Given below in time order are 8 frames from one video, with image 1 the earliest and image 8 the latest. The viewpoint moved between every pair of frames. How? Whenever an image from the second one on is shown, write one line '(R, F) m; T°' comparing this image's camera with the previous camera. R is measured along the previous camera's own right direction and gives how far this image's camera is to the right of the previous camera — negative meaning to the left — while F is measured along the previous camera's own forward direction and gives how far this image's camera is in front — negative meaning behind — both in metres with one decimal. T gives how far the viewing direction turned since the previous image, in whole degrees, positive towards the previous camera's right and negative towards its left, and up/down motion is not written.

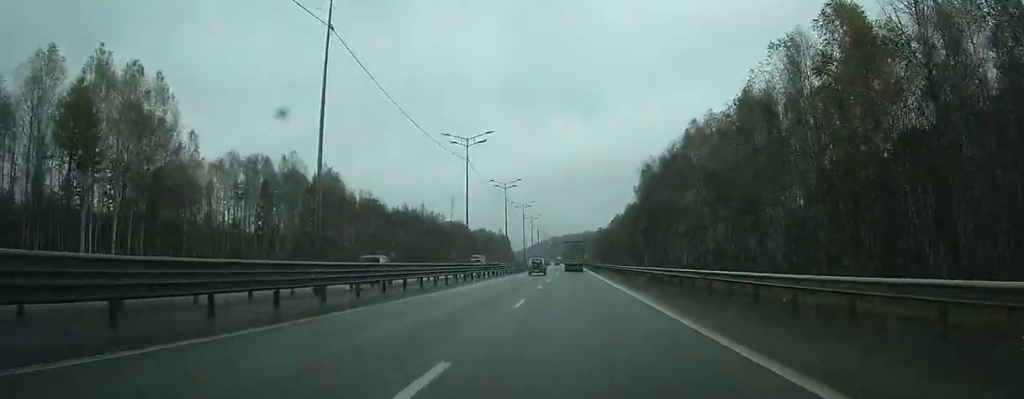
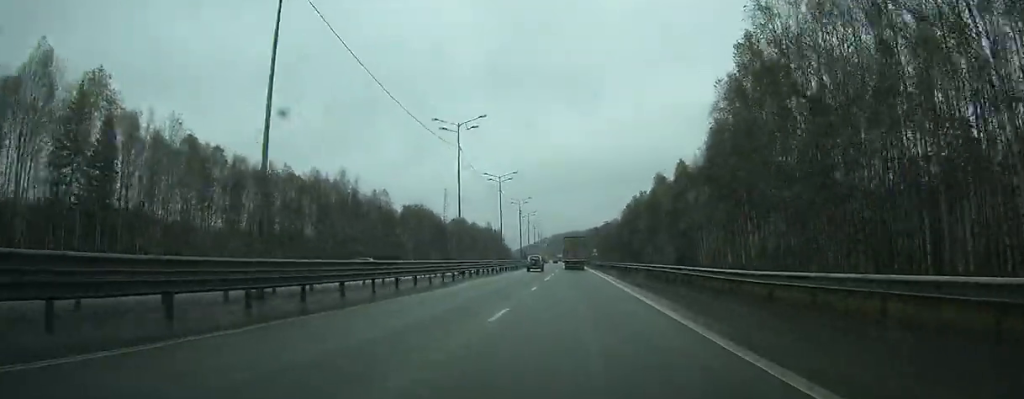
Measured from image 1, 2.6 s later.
(+0.4, +63.7) m; 0°
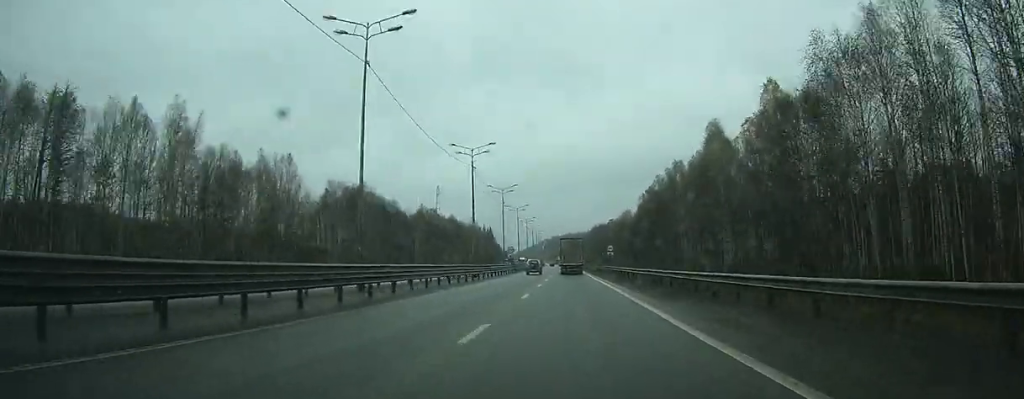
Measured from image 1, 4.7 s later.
(0.0, +50.9) m; 0°
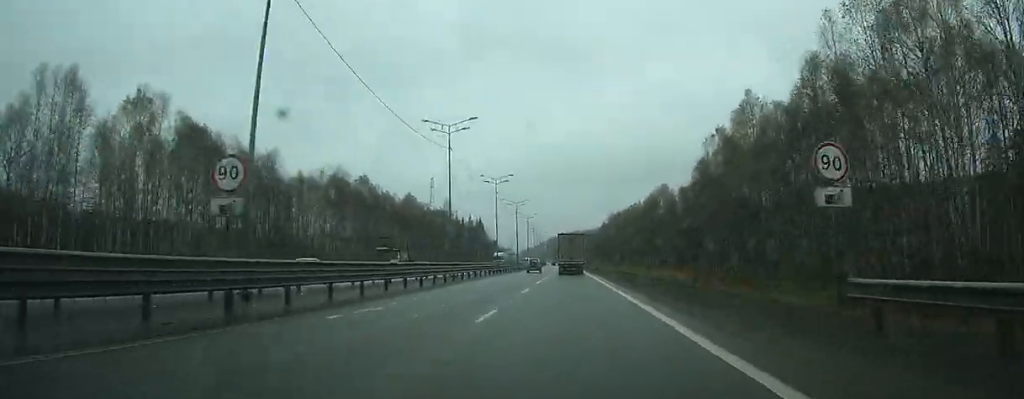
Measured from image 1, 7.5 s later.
(-0.3, +69.1) m; -1°
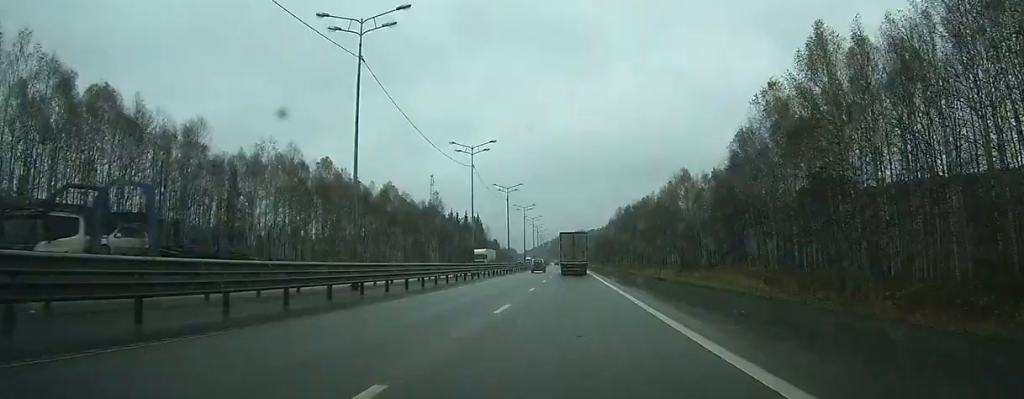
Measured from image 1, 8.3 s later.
(-0.1, +21.3) m; 0°
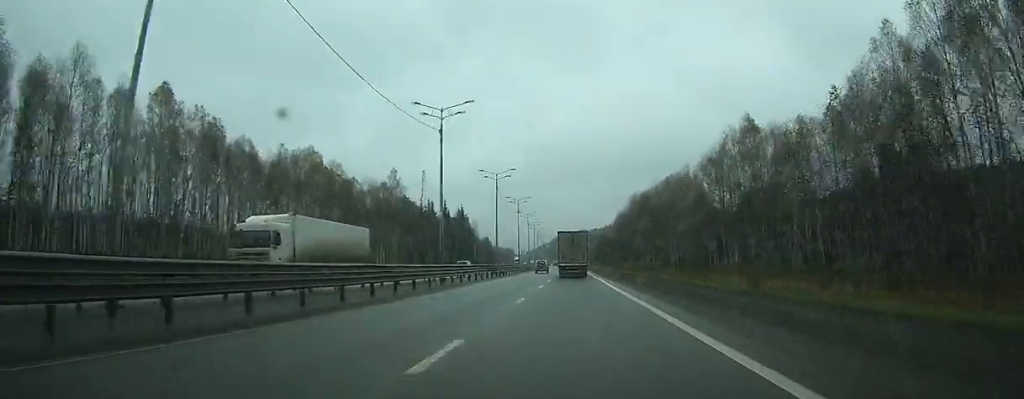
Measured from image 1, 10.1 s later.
(-0.3, +44.2) m; 0°
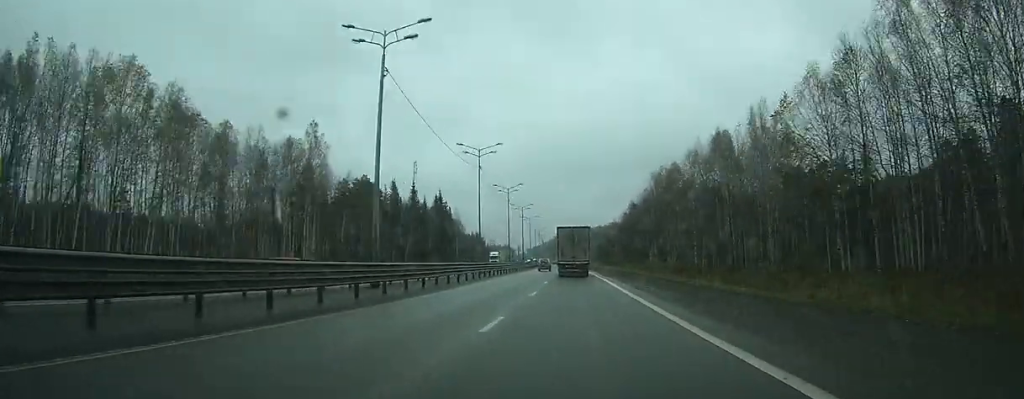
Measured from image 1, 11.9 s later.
(-0.1, +44.0) m; 0°
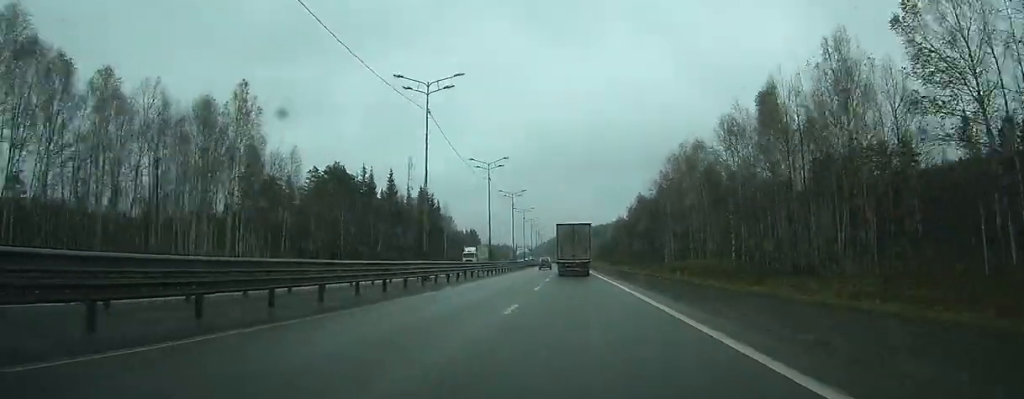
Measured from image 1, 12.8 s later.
(0.0, +21.0) m; 0°
